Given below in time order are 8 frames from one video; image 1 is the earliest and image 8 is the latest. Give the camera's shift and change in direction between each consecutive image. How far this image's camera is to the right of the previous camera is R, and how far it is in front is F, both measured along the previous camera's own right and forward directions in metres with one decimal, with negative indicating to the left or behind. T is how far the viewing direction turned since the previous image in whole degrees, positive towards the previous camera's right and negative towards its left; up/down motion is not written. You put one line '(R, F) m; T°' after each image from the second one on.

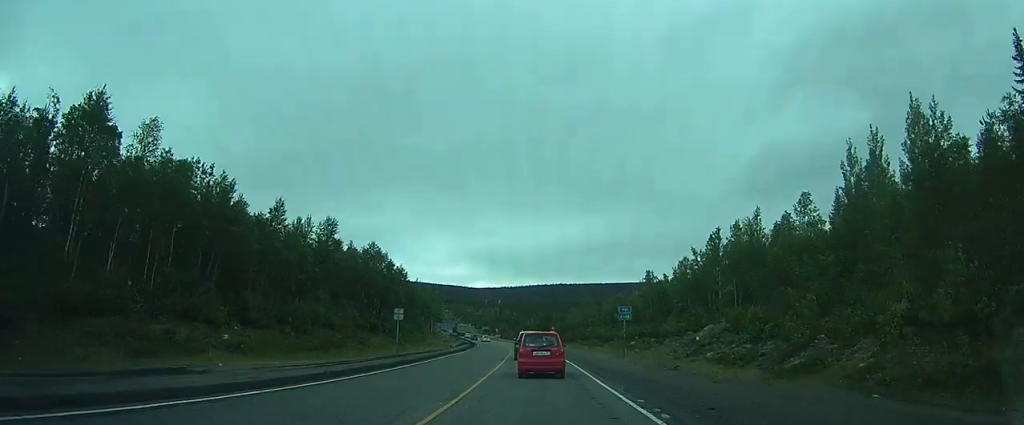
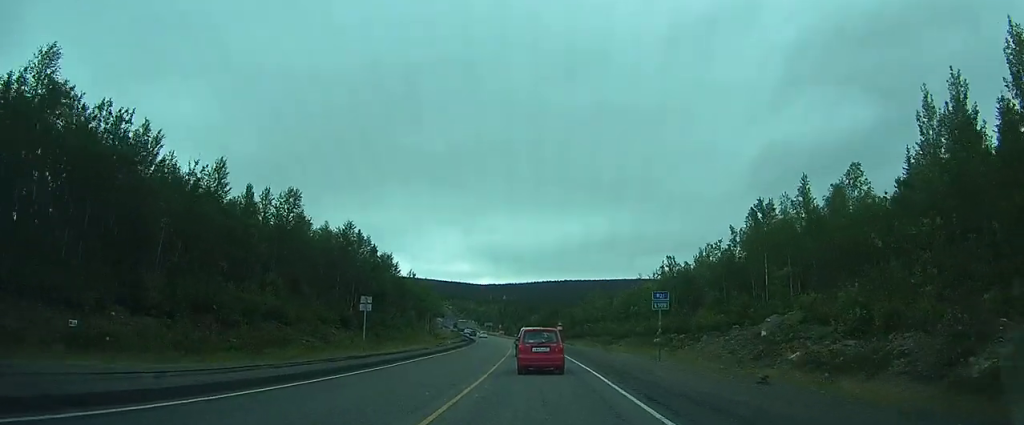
(0.0, +9.6) m; 0°
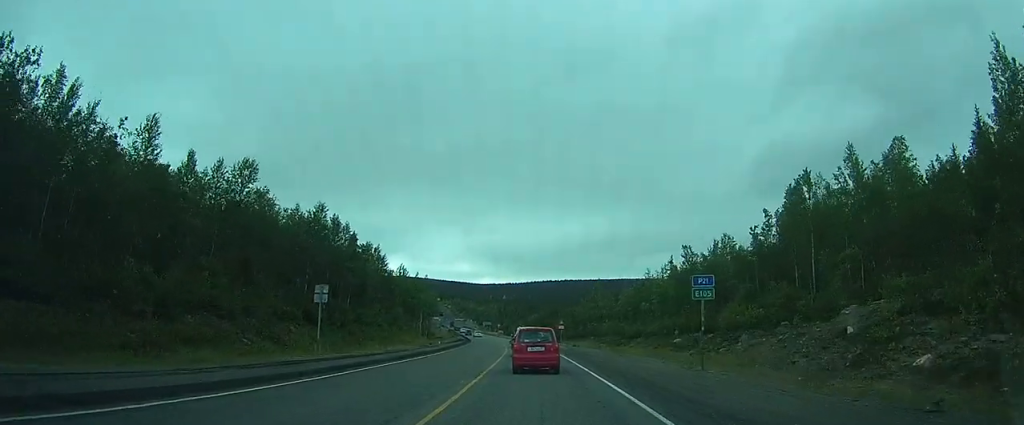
(-0.1, +7.1) m; 0°
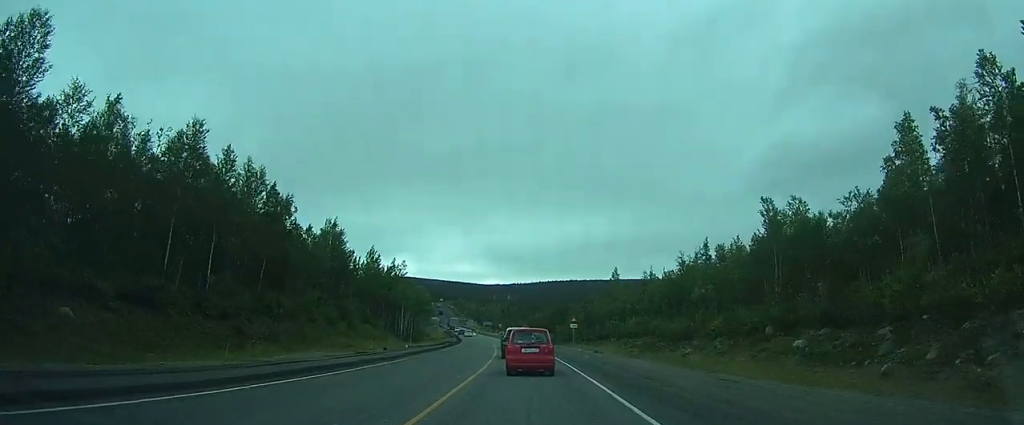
(-0.1, +18.4) m; -1°
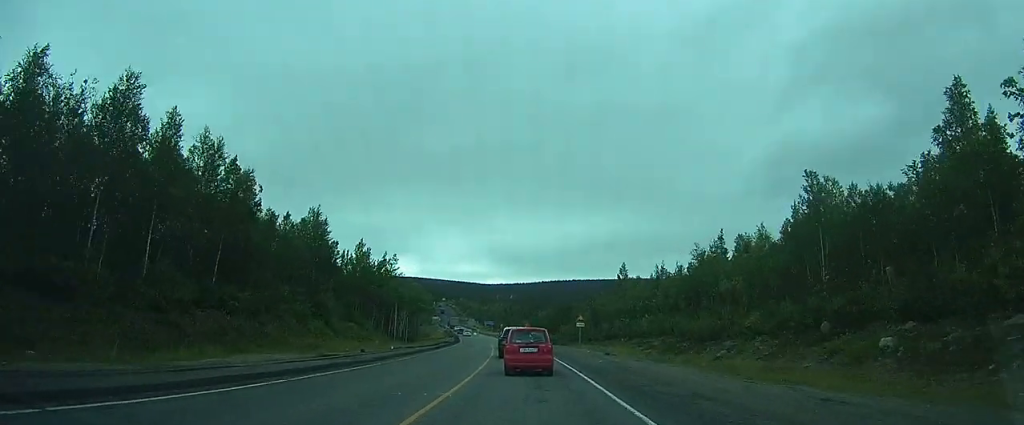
(-0.1, +5.6) m; 0°
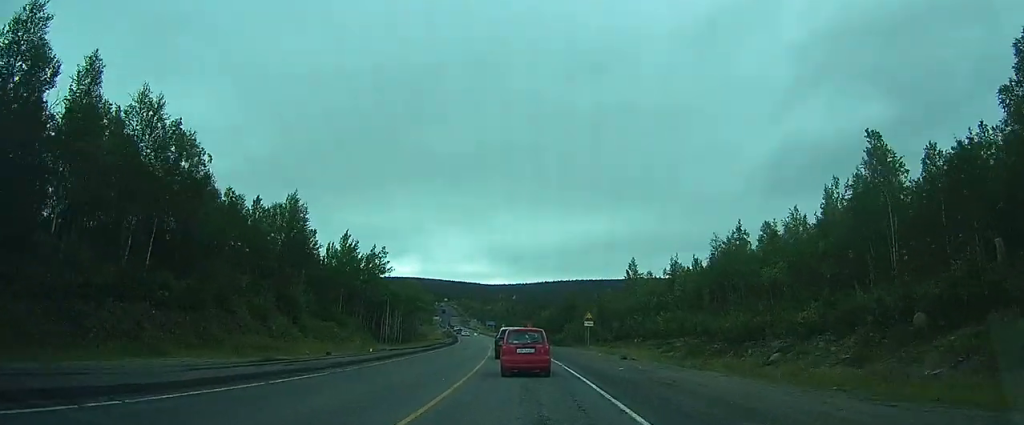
(0.0, +6.0) m; -1°
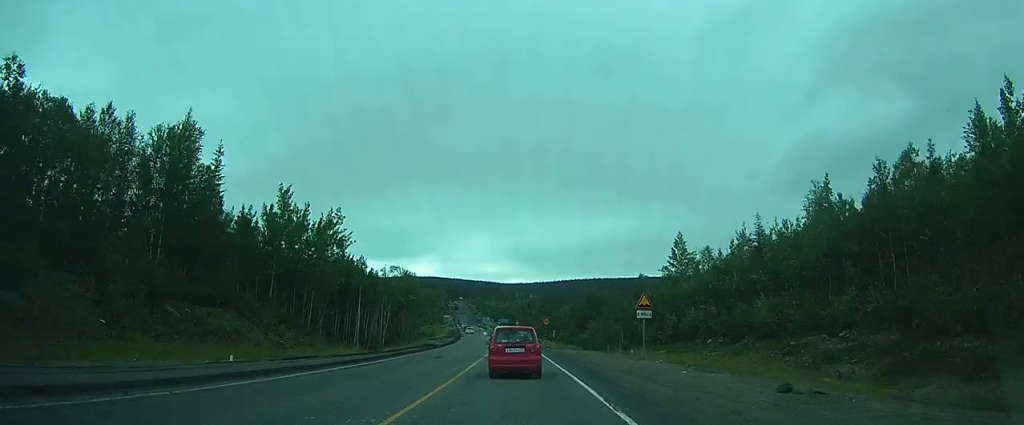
(-0.1, +17.9) m; -1°
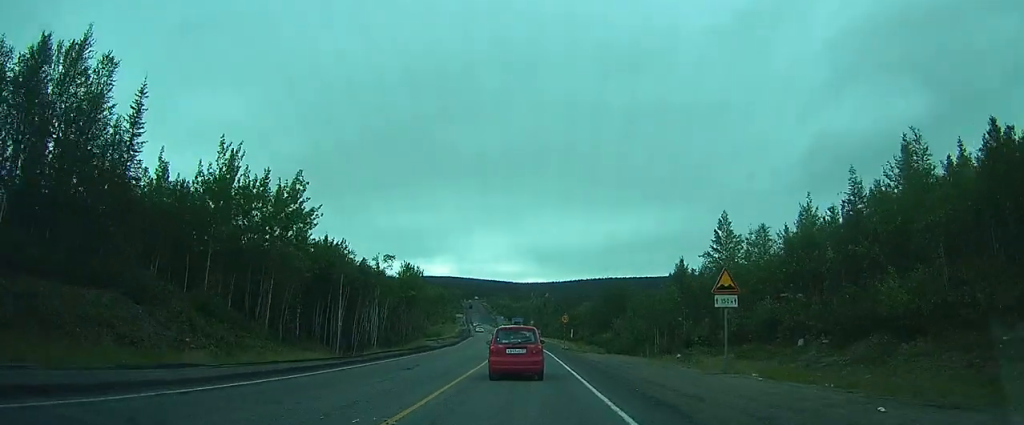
(0.0, +9.7) m; -1°
